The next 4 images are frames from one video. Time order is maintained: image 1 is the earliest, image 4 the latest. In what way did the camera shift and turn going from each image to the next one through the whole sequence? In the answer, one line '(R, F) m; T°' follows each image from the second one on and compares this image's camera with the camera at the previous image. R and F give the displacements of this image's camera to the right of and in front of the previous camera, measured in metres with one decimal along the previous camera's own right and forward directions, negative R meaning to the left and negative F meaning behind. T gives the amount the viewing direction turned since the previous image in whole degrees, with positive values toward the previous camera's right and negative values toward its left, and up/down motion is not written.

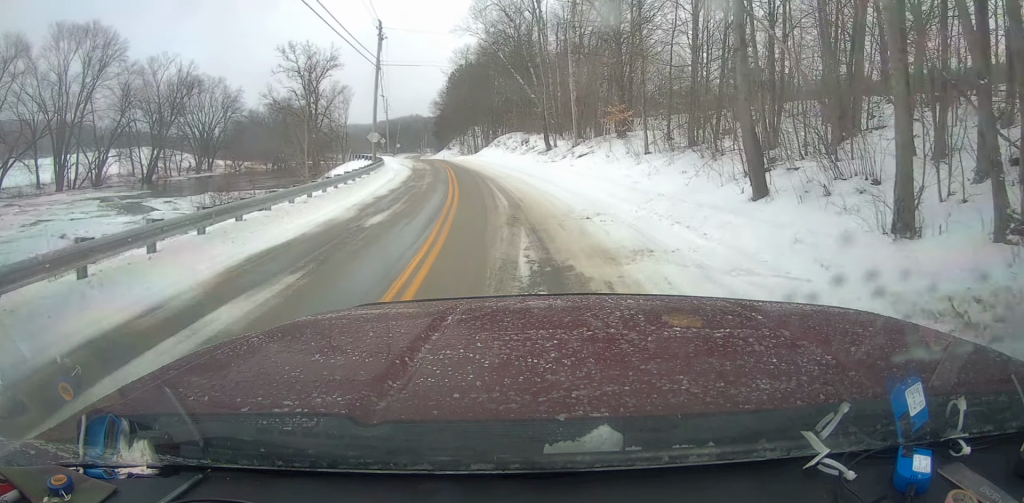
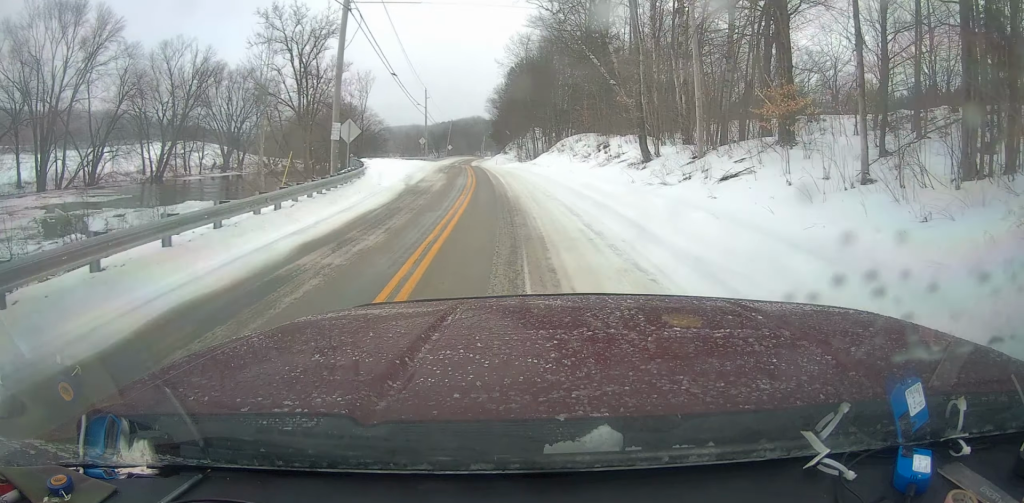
(-1.1, +17.4) m; -9°
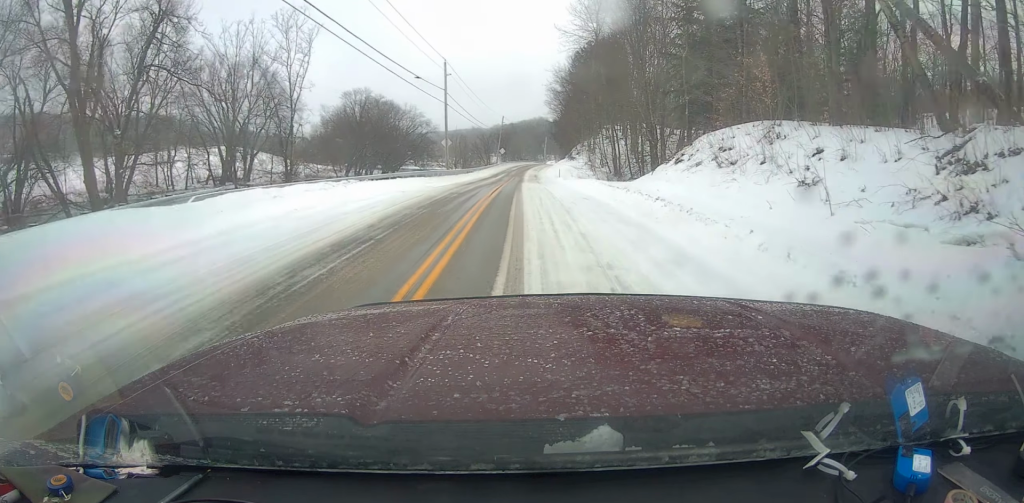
(-2.6, +28.9) m; -7°
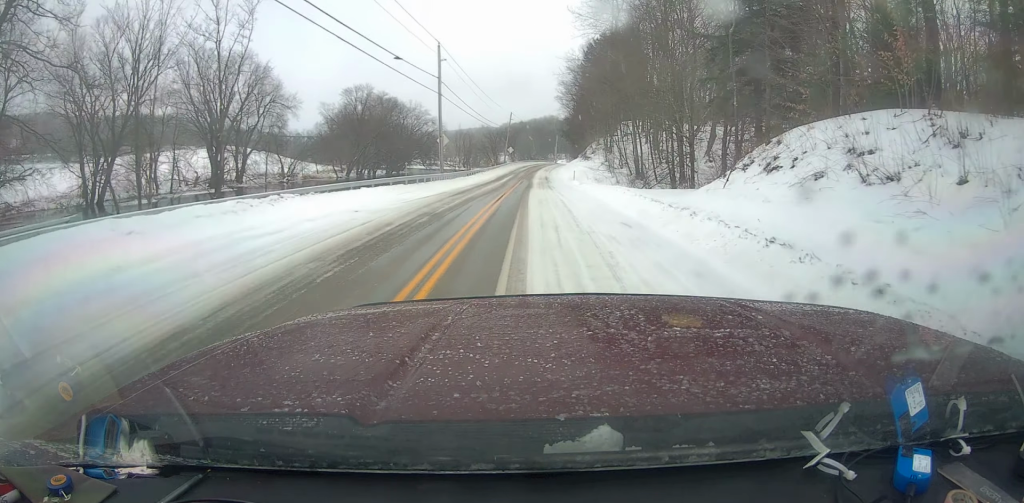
(-0.2, +7.8) m; -2°
